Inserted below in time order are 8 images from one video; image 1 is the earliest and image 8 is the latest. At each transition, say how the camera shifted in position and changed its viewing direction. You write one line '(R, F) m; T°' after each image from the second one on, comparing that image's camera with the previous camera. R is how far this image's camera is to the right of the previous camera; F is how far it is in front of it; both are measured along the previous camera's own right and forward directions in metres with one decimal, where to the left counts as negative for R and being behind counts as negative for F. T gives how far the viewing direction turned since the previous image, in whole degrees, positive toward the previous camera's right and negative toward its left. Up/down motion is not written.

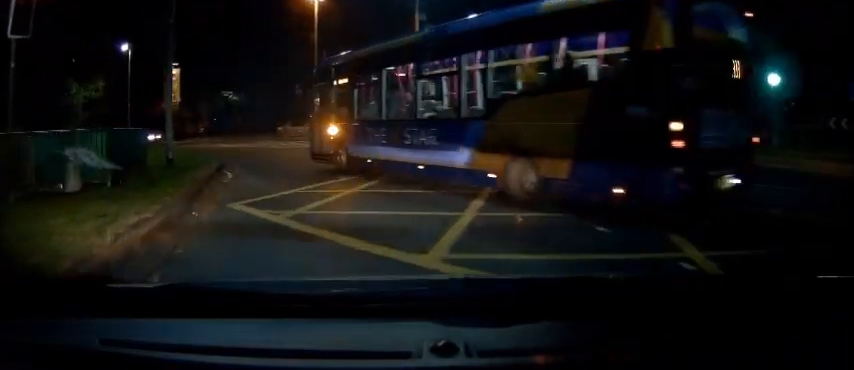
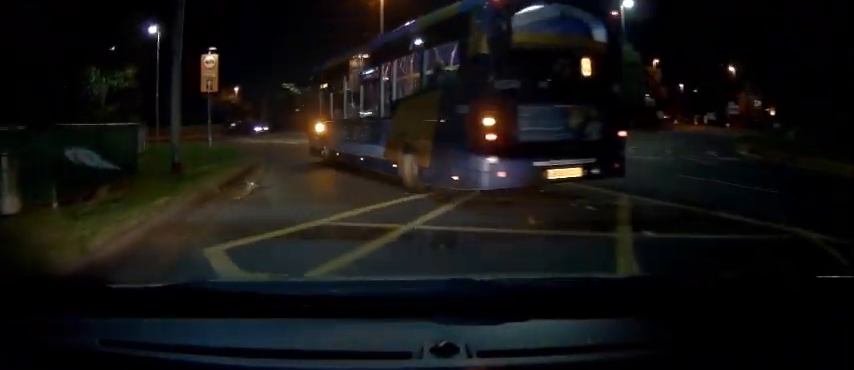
(-0.5, +3.2) m; -1°
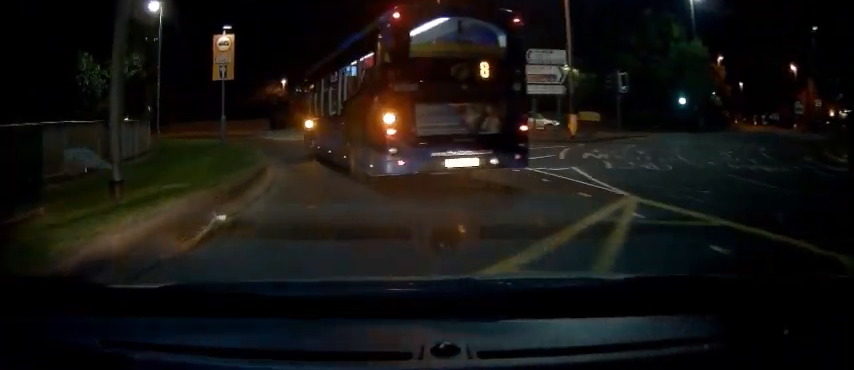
(+0.6, +4.3) m; +7°
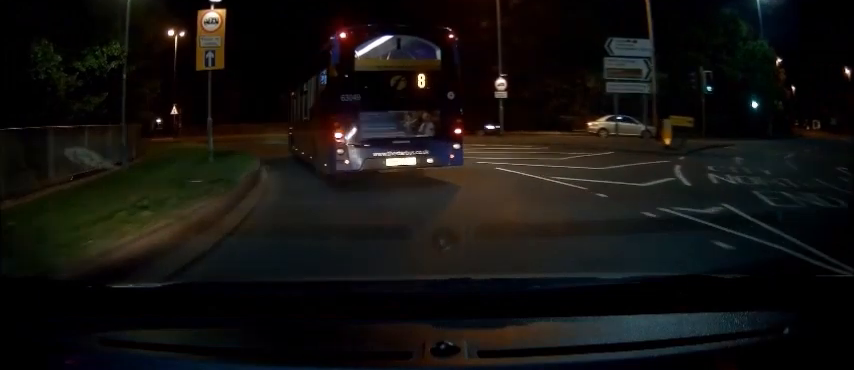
(0.0, +5.4) m; -8°
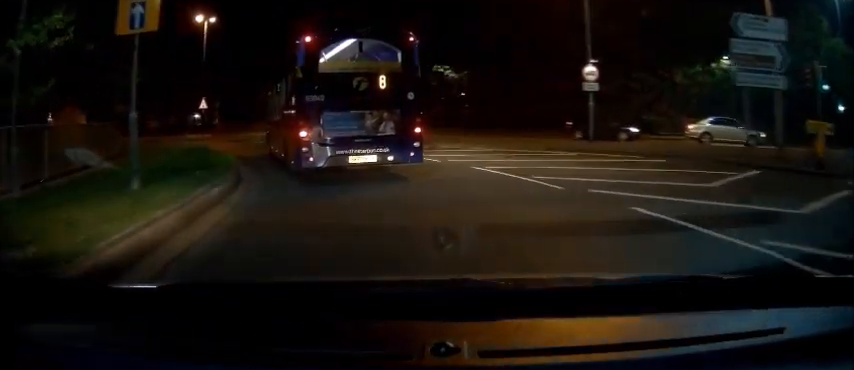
(-0.8, +5.9) m; -13°
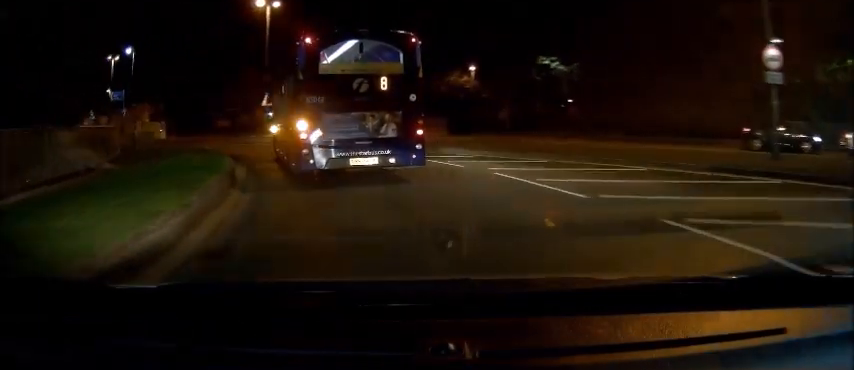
(-0.8, +6.7) m; -8°
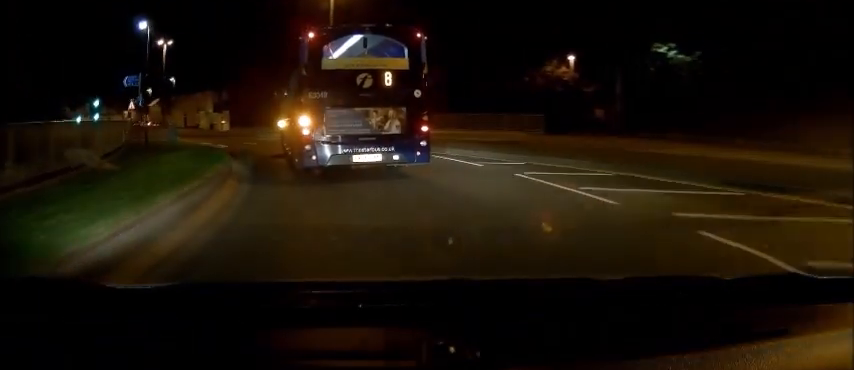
(-0.3, +6.9) m; -5°
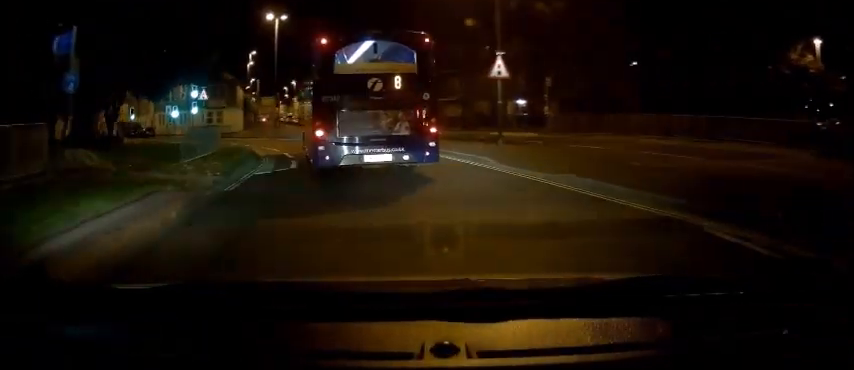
(-1.7, +15.7) m; -13°
